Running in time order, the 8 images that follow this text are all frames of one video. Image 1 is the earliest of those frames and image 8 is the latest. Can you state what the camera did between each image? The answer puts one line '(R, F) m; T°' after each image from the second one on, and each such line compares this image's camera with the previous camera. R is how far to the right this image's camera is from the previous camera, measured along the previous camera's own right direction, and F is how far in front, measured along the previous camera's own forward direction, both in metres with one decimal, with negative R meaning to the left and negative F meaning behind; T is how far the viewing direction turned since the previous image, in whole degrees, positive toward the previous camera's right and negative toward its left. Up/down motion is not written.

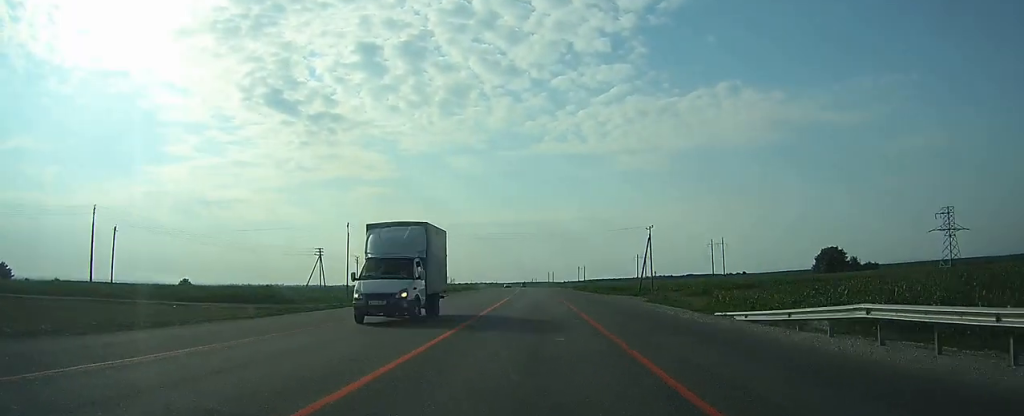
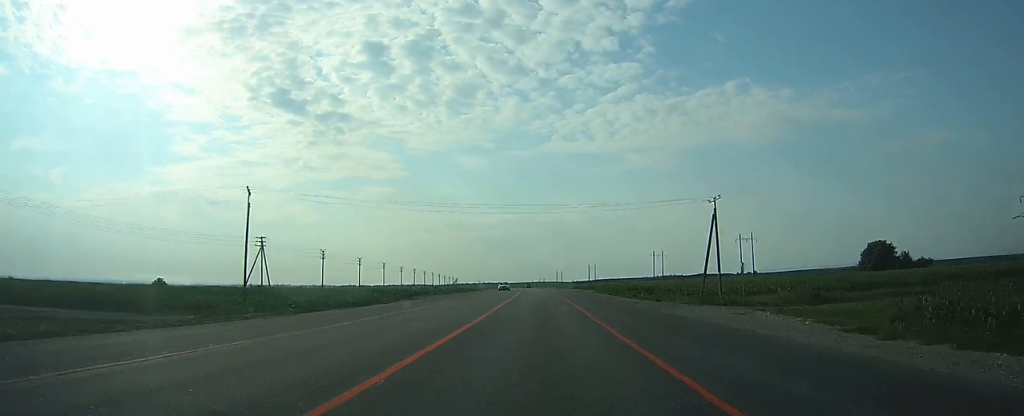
(0.0, +28.9) m; 0°
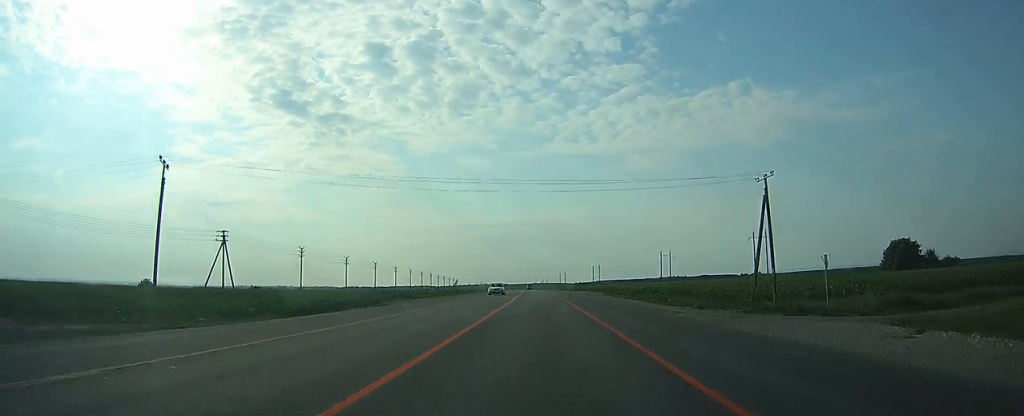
(0.0, +12.5) m; 0°
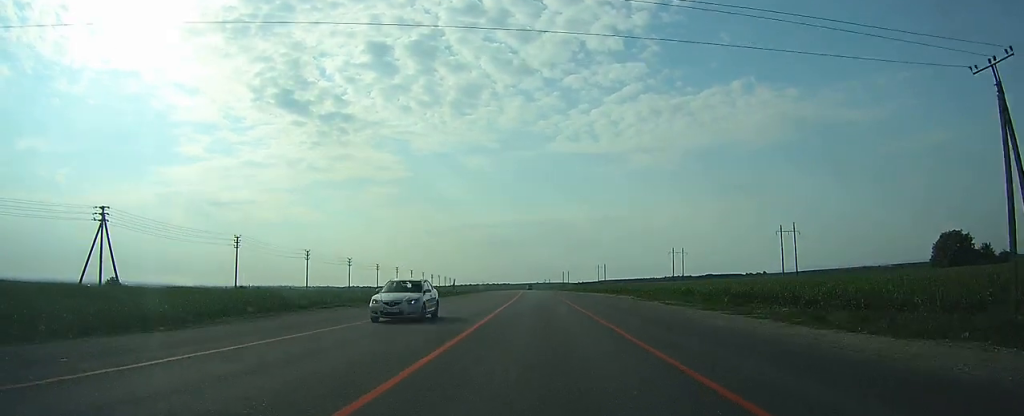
(-0.2, +24.8) m; -1°
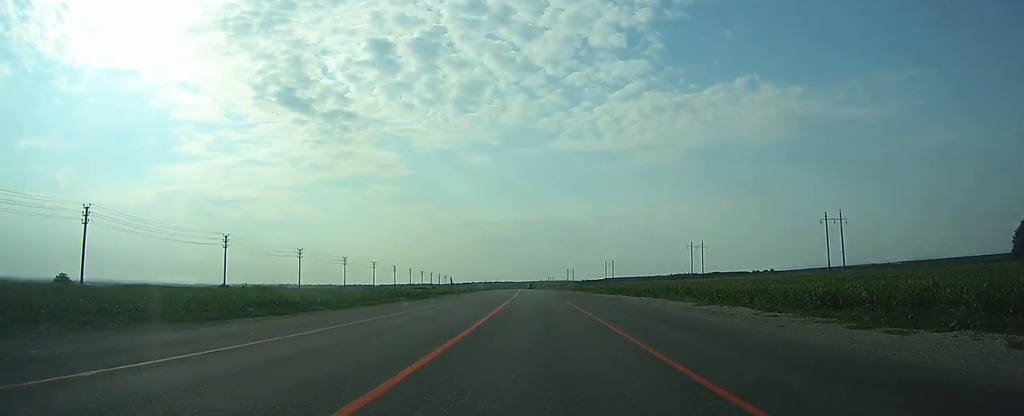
(-0.3, +31.7) m; -1°
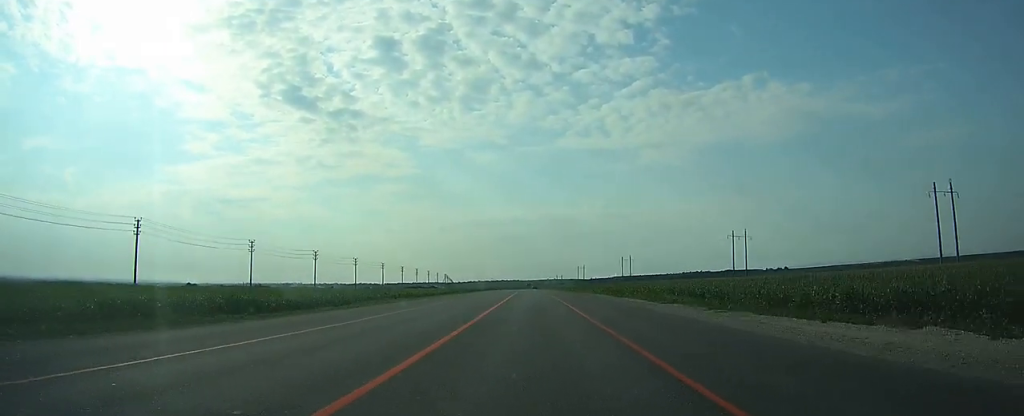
(-0.2, +49.9) m; 0°
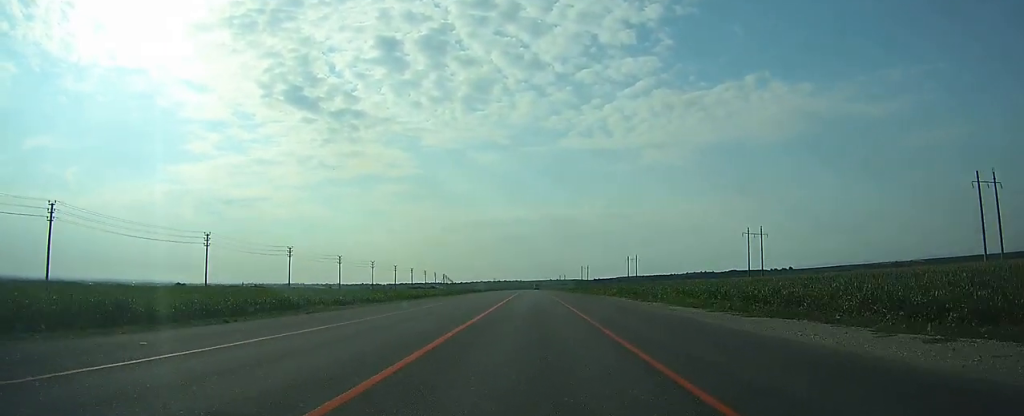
(0.0, +14.0) m; 0°
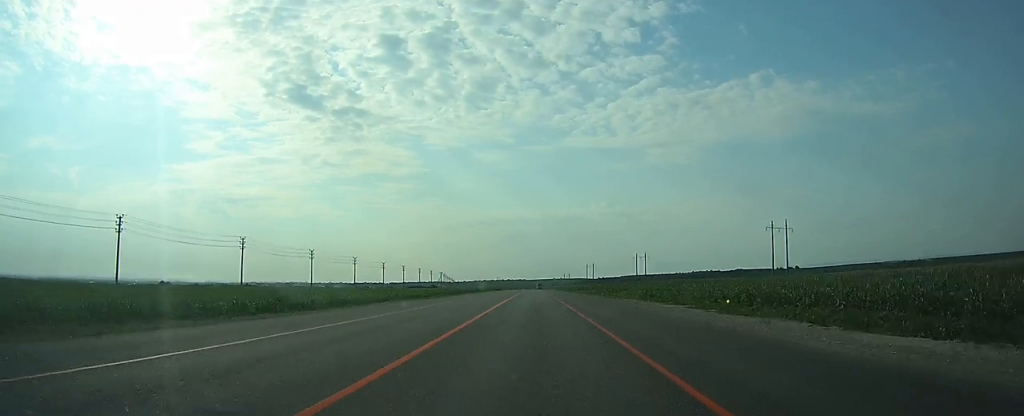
(0.0, +19.3) m; 0°
